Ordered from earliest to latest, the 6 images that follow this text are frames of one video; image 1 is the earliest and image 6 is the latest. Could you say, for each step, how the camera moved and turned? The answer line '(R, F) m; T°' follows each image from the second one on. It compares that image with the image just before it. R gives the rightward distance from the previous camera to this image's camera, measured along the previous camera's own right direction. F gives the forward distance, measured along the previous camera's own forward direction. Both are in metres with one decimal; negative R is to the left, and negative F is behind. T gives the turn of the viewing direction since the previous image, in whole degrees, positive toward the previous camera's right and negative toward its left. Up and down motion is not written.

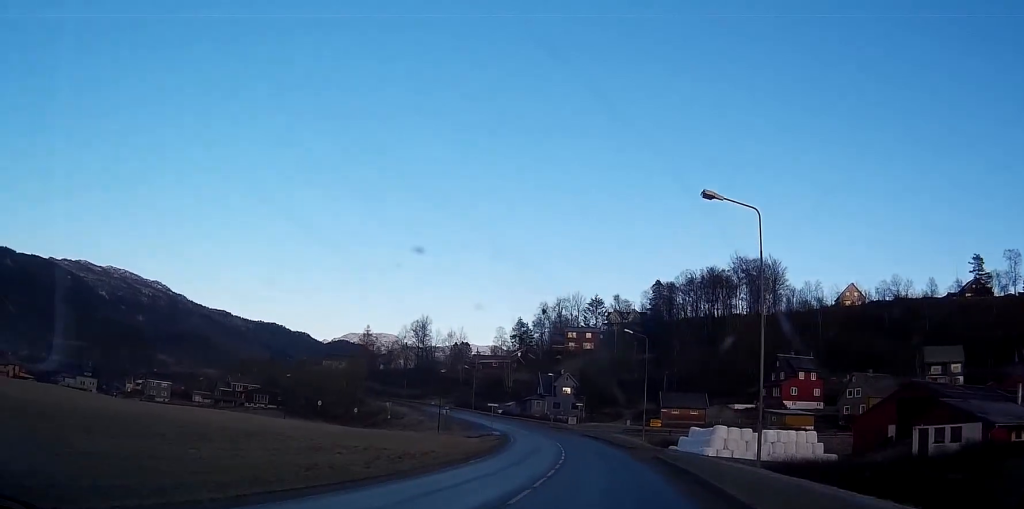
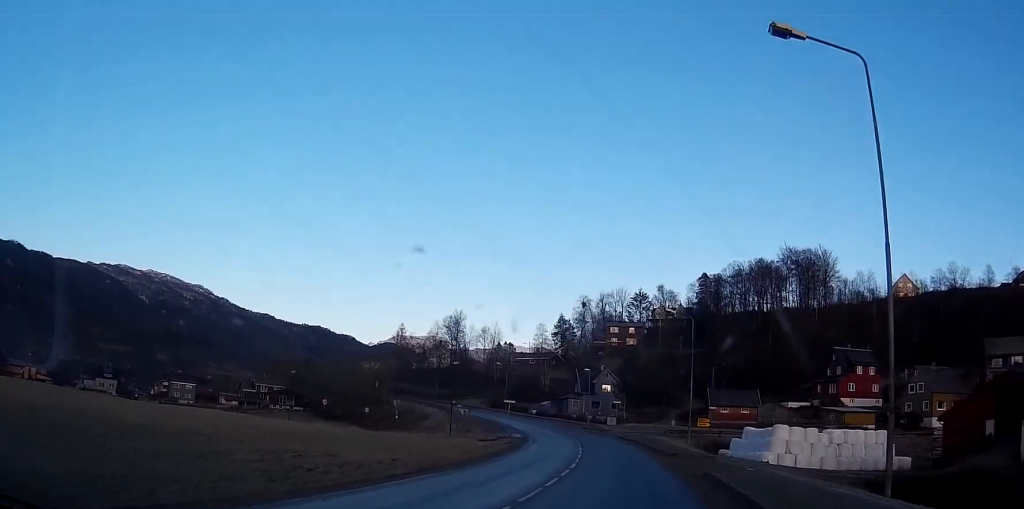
(-0.4, +11.9) m; -3°
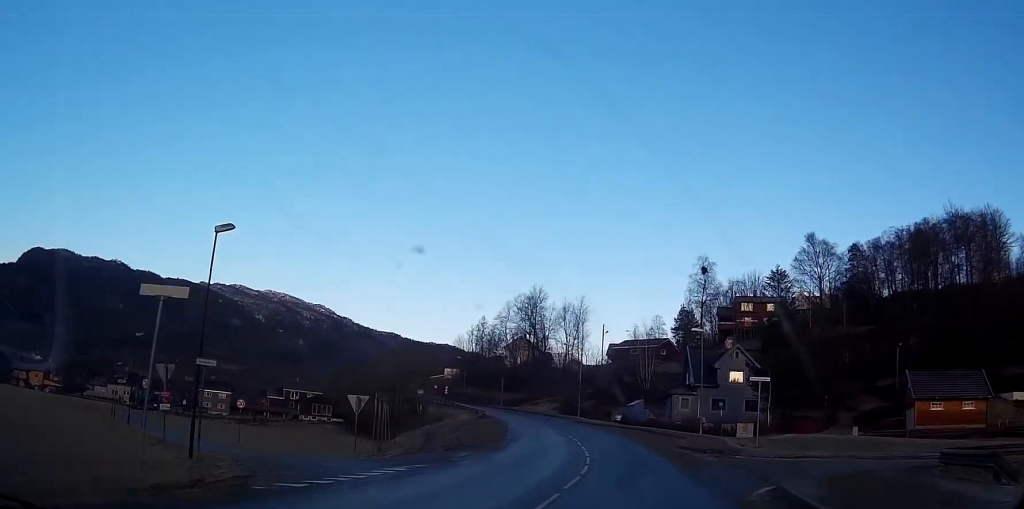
(-3.2, +50.4) m; -9°
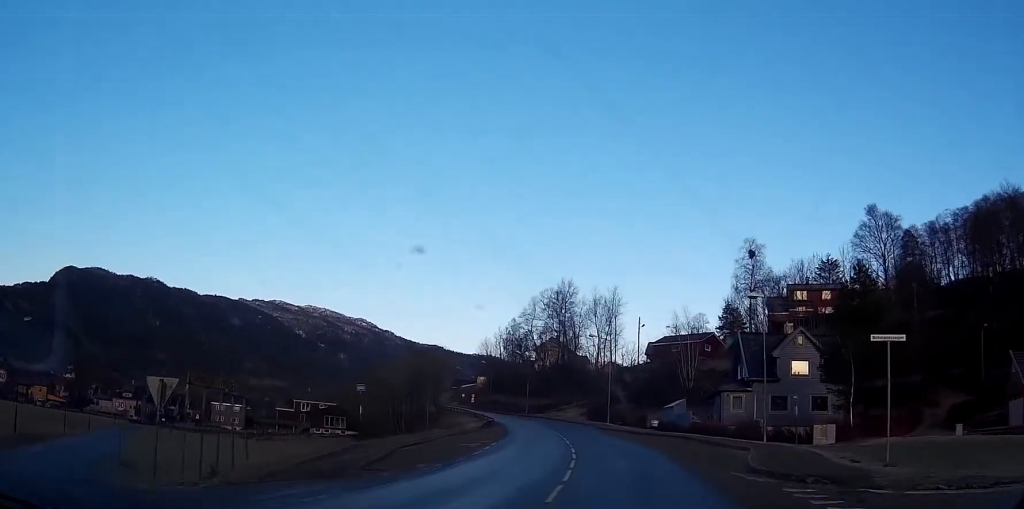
(-0.4, +14.8) m; -3°
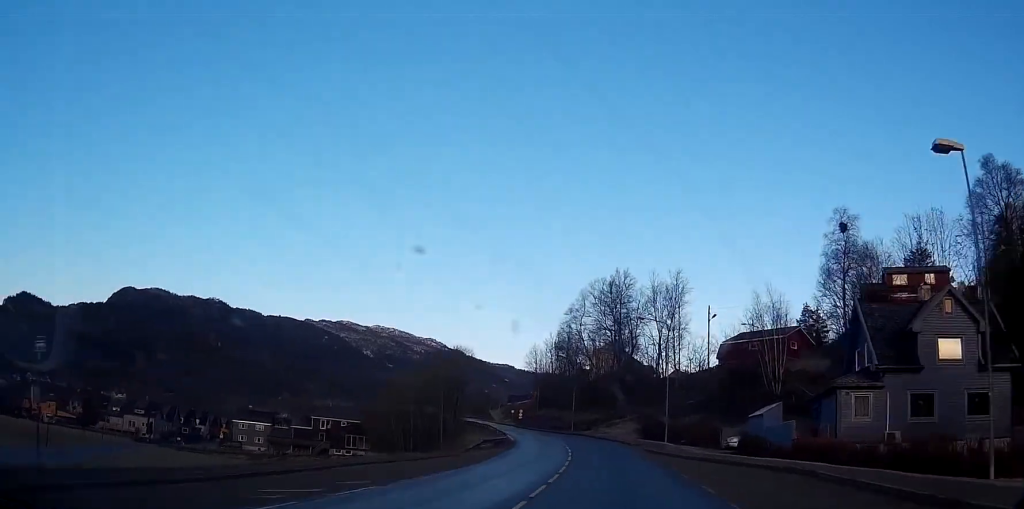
(-1.3, +20.9) m; -11°
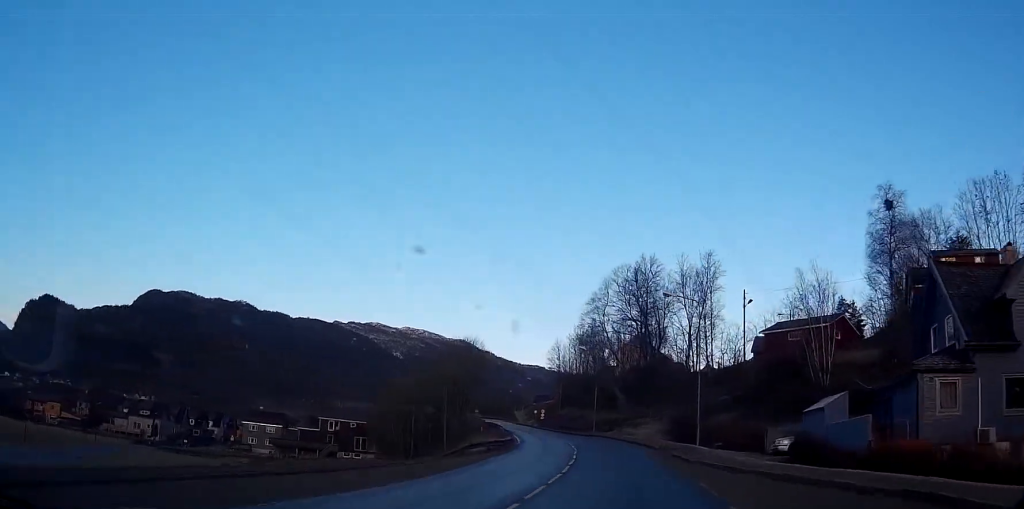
(-1.1, +8.6) m; -3°
